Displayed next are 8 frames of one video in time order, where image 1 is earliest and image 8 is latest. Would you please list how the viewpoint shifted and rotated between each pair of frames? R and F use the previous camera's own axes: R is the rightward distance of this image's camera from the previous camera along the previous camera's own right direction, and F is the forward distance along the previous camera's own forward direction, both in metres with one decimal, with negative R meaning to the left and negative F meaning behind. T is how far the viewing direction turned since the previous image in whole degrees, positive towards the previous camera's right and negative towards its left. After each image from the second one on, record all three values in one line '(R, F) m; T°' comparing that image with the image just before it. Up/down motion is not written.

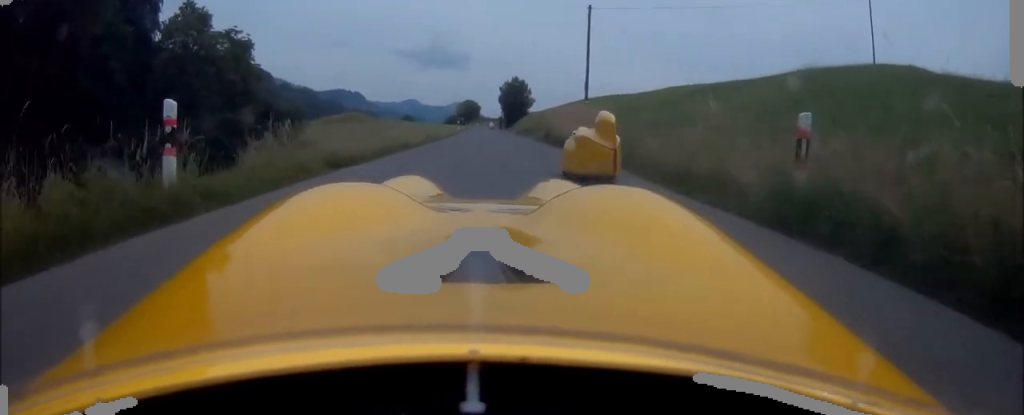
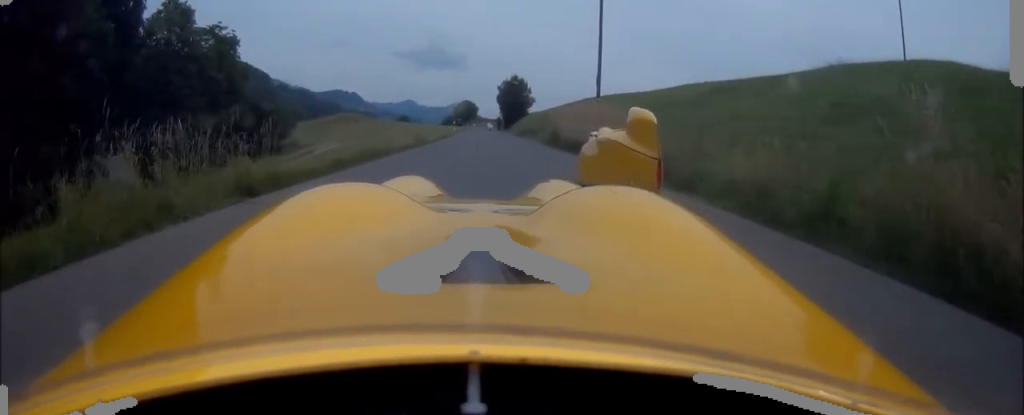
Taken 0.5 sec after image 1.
(0.0, +3.5) m; 0°
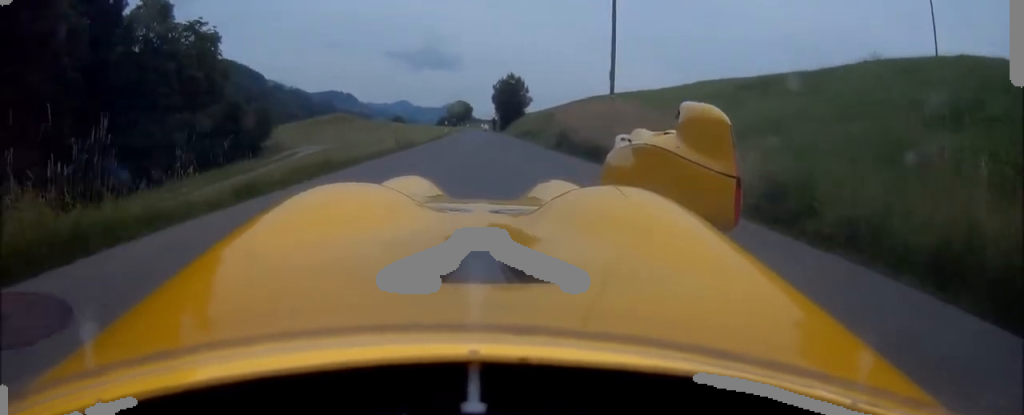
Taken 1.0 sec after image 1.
(0.0, +3.6) m; +1°
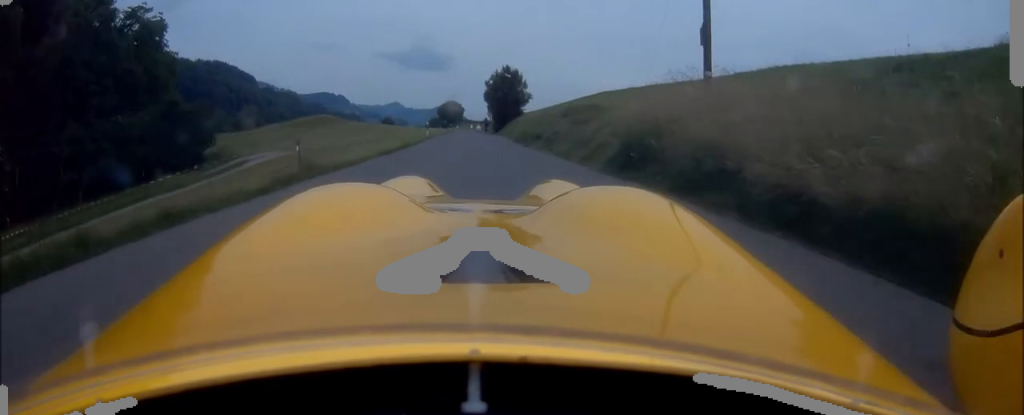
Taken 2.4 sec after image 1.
(+0.4, +9.9) m; +2°
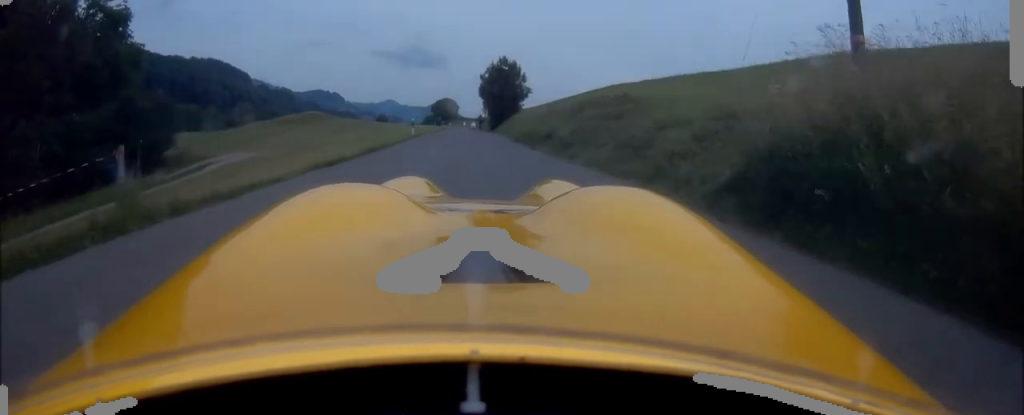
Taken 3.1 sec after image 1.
(-0.1, +5.3) m; -1°
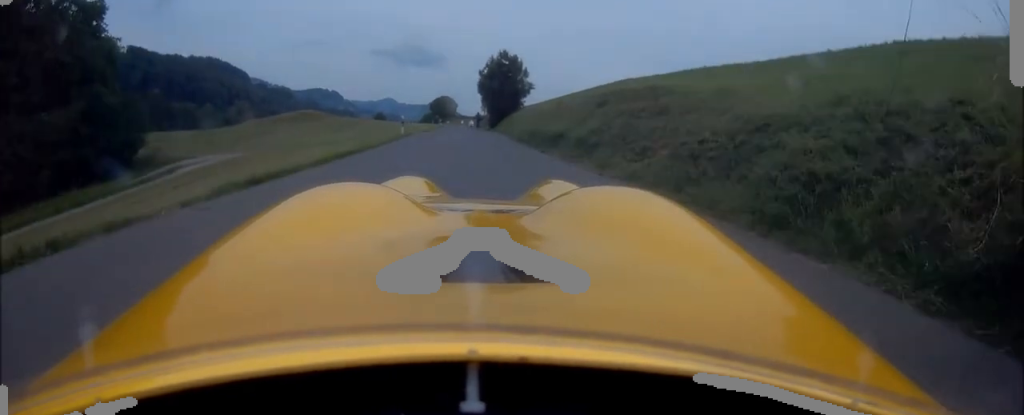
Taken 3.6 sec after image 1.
(-0.1, +3.6) m; -1°
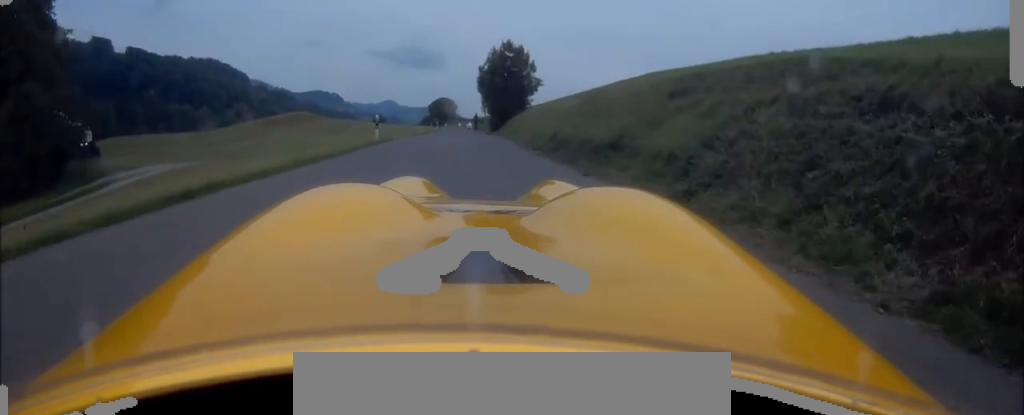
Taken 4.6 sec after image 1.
(0.0, +7.2) m; +3°
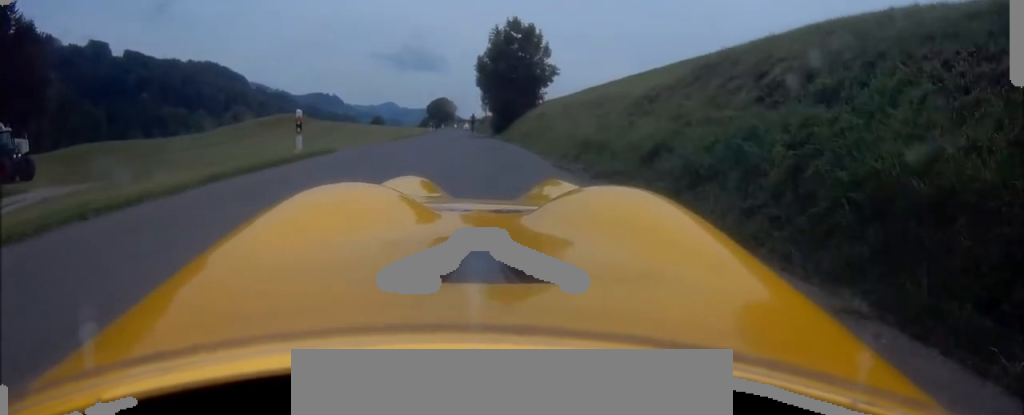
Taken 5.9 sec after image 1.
(+0.5, +9.5) m; +3°
